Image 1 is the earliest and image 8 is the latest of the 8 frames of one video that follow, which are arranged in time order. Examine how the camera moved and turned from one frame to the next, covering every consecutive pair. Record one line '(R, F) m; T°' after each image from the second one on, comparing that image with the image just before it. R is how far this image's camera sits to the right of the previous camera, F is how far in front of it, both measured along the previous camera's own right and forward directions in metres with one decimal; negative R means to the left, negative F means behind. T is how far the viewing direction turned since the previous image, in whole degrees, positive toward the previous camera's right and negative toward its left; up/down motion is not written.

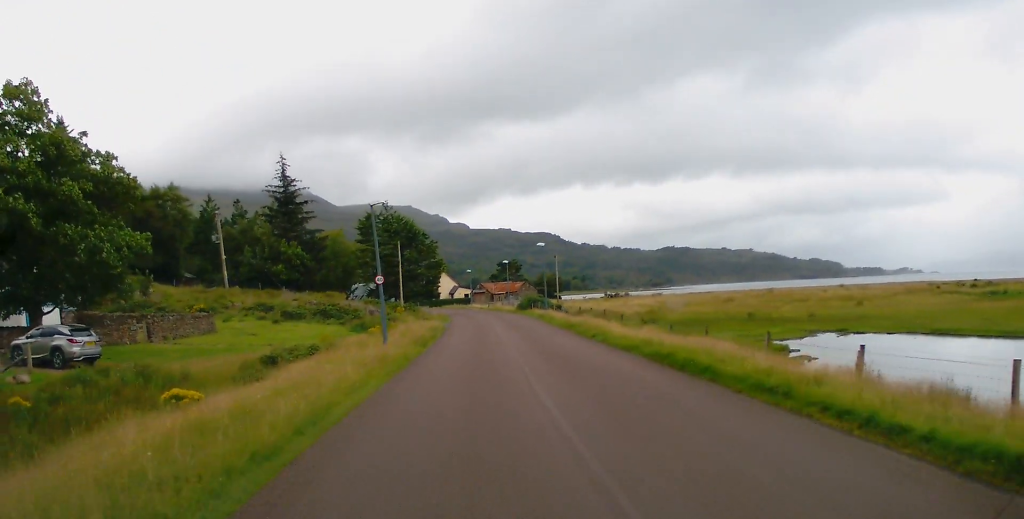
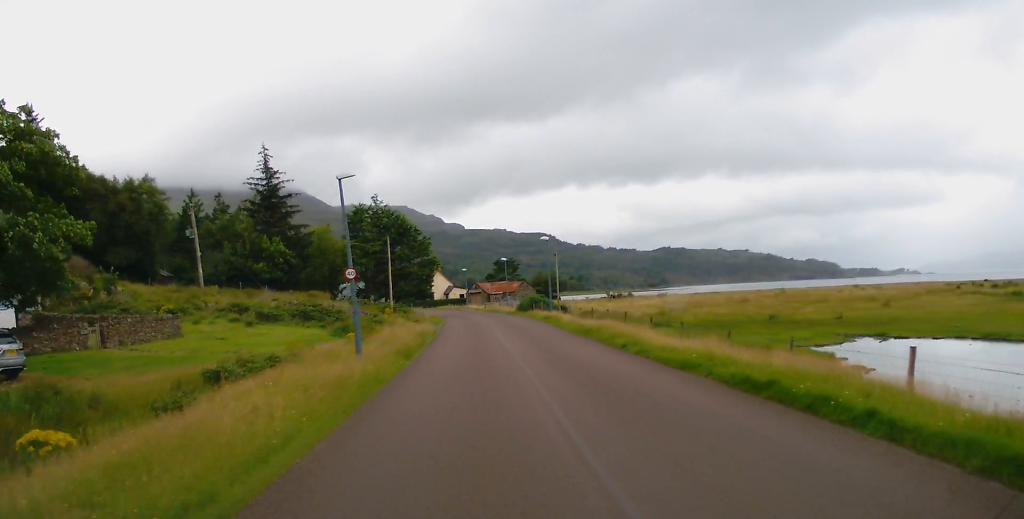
(0.0, +5.8) m; 0°
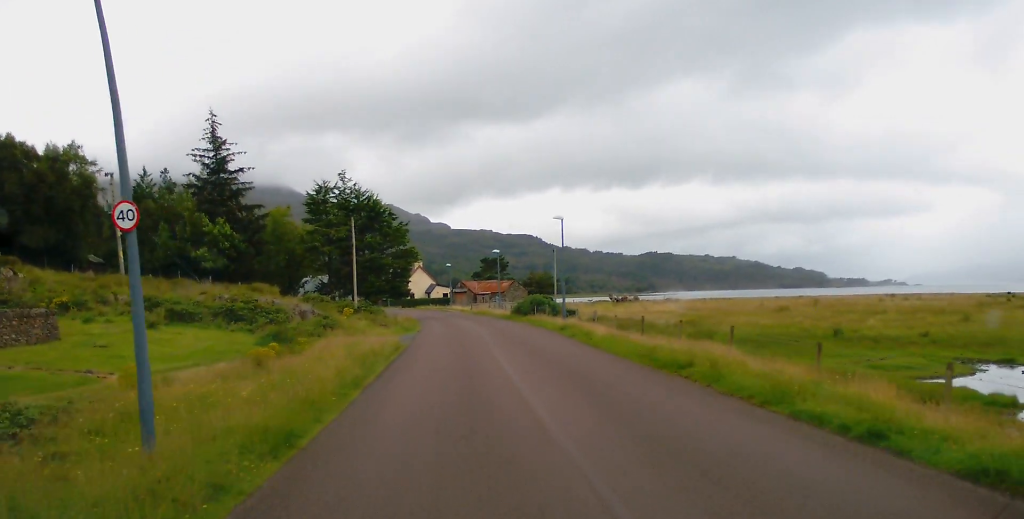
(0.0, +13.6) m; 0°
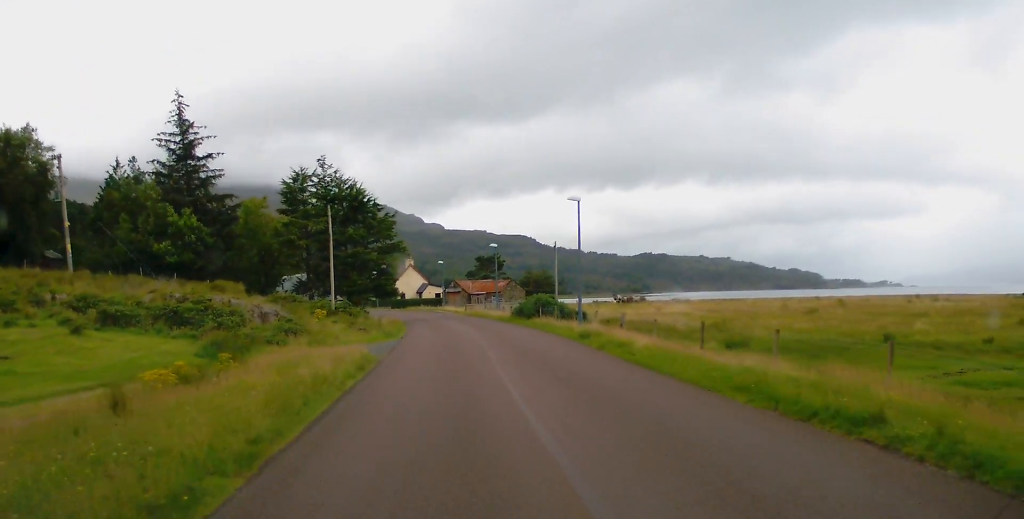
(-0.1, +6.9) m; 0°
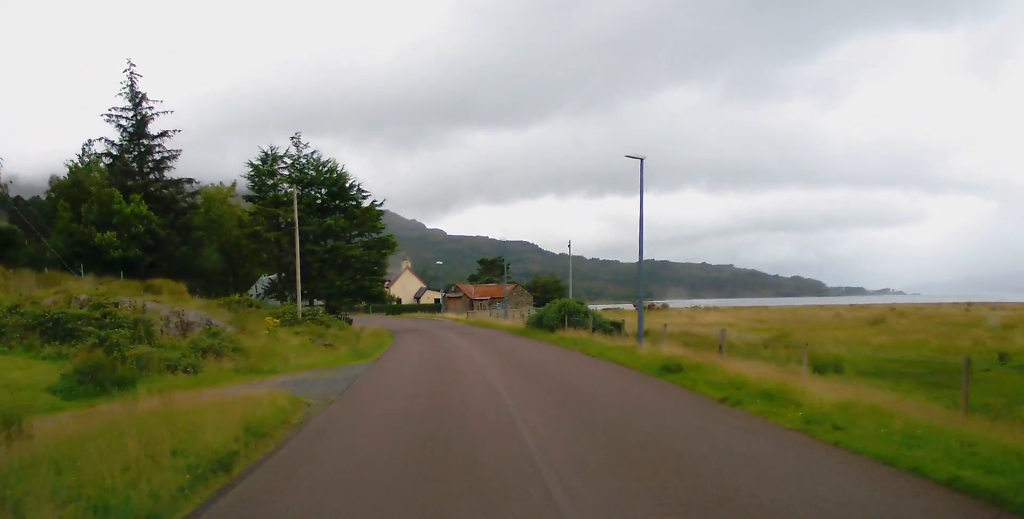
(+0.1, +10.1) m; +1°
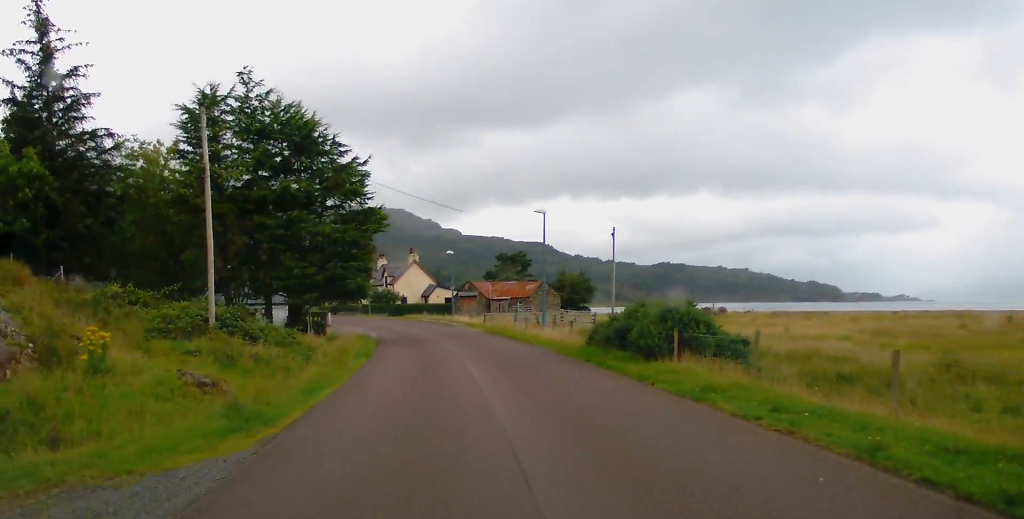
(+0.3, +14.7) m; -2°
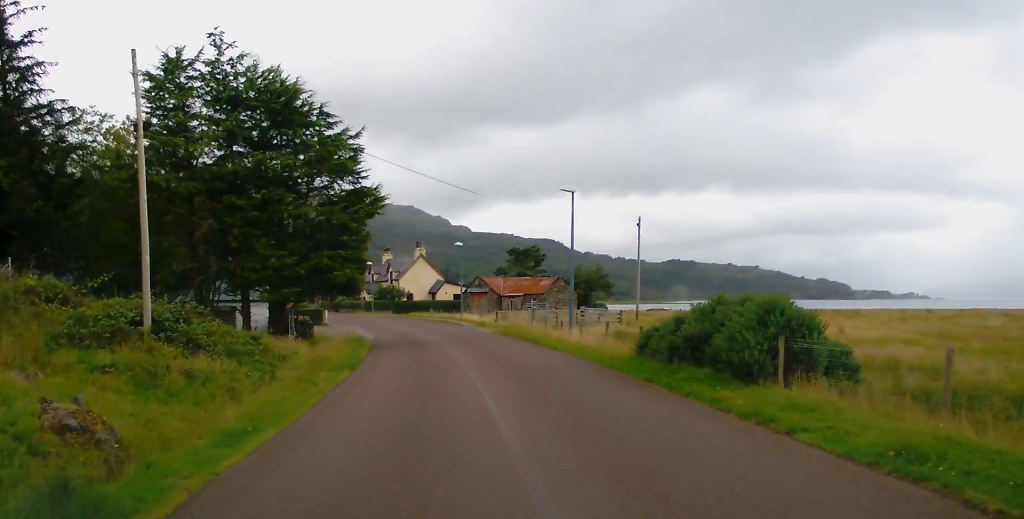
(-0.1, +5.4) m; -1°
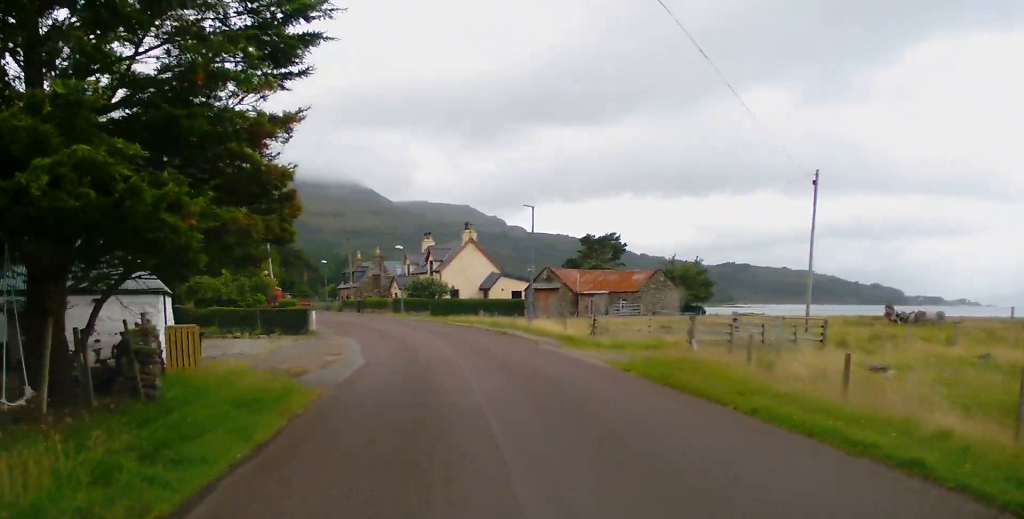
(-0.8, +20.8) m; -3°
